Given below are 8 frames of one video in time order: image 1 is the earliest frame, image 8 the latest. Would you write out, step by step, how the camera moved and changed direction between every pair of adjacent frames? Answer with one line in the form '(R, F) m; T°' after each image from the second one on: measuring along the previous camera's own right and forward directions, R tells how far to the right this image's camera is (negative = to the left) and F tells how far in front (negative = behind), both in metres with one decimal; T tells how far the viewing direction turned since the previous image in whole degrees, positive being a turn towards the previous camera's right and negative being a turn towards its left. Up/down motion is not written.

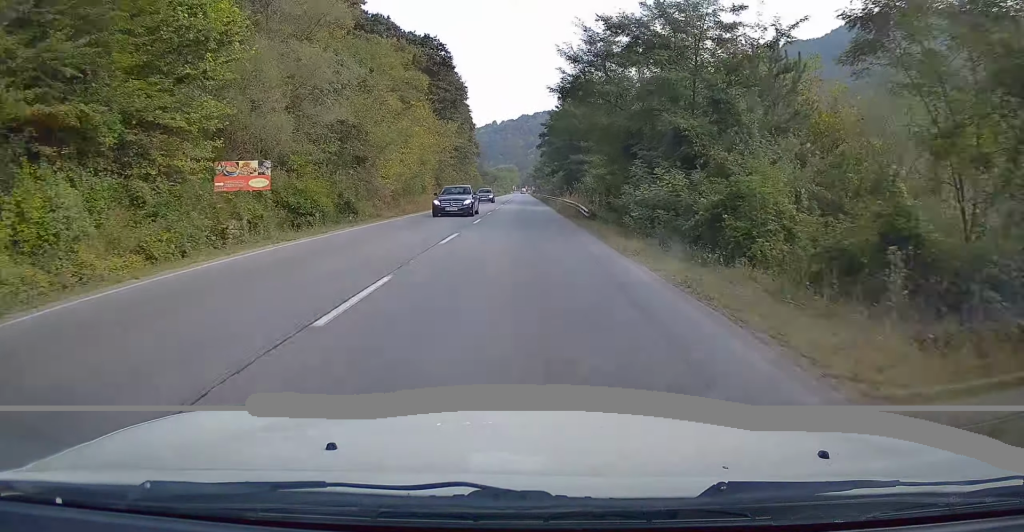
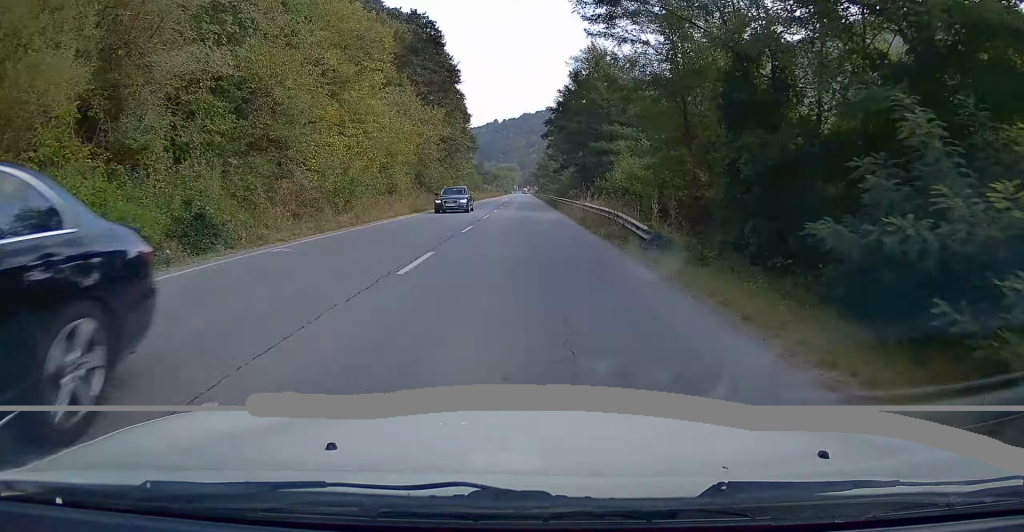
(0.0, +14.4) m; 0°
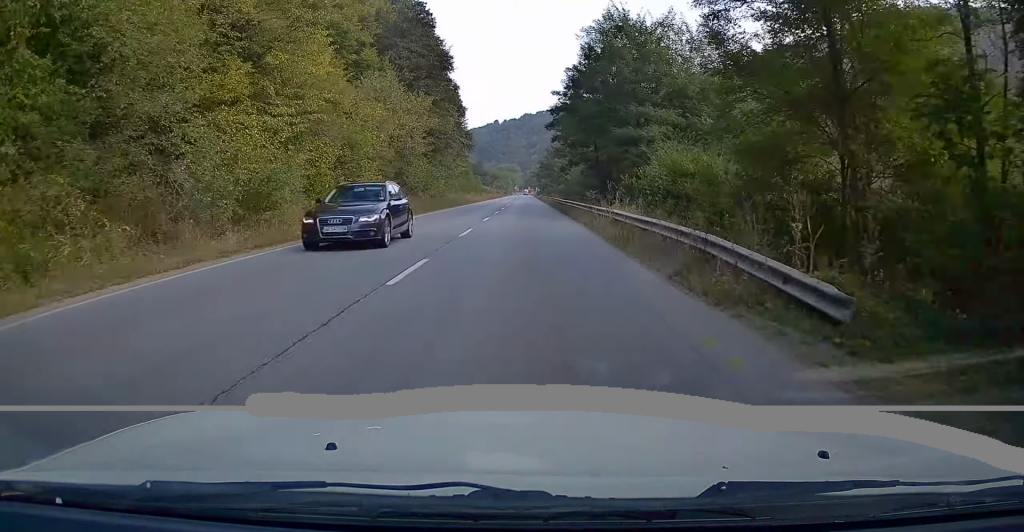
(0.0, +10.0) m; 0°
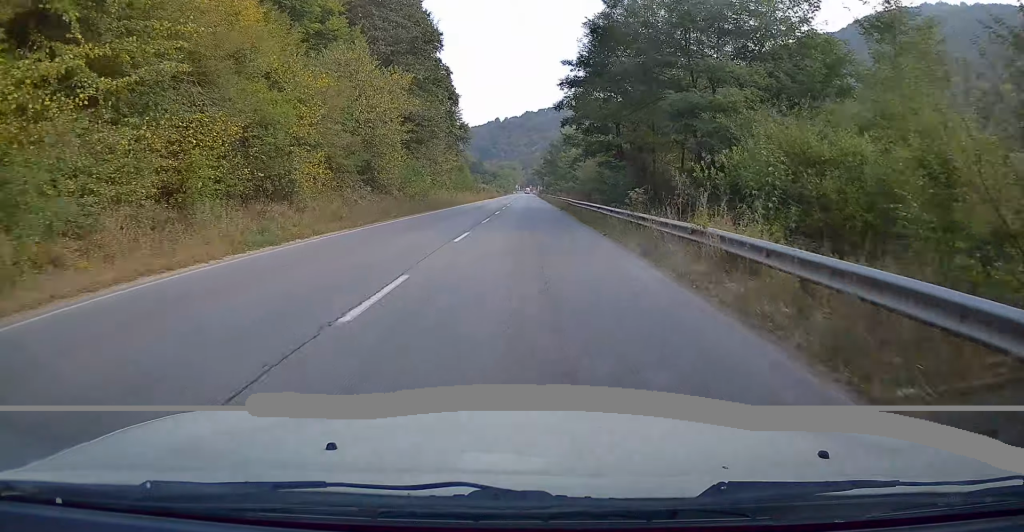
(0.0, +11.3) m; 0°
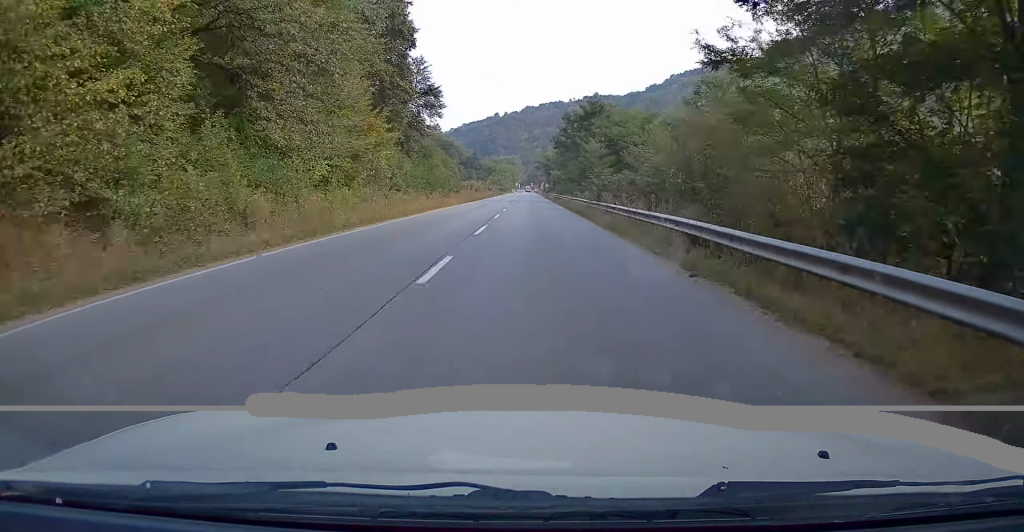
(-0.2, +33.7) m; -1°
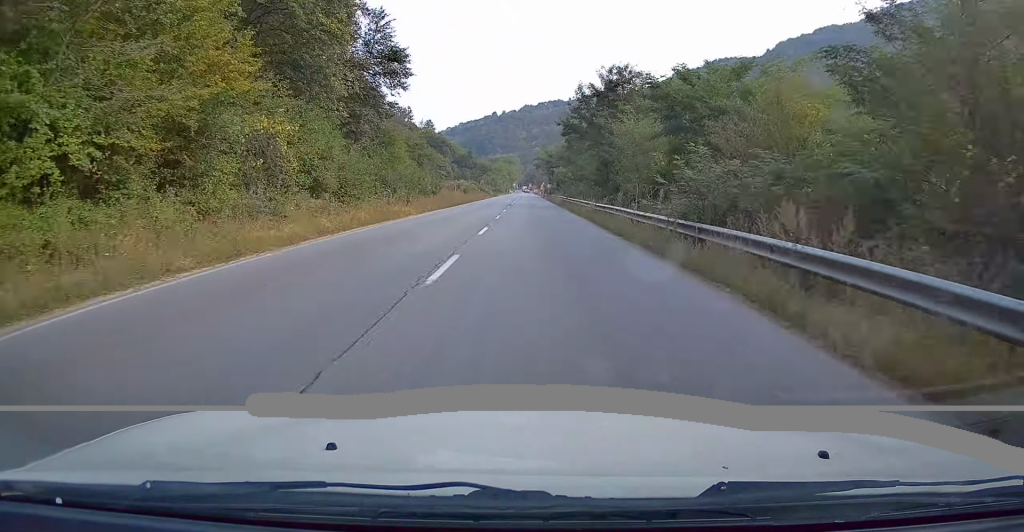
(-0.1, +18.1) m; 0°
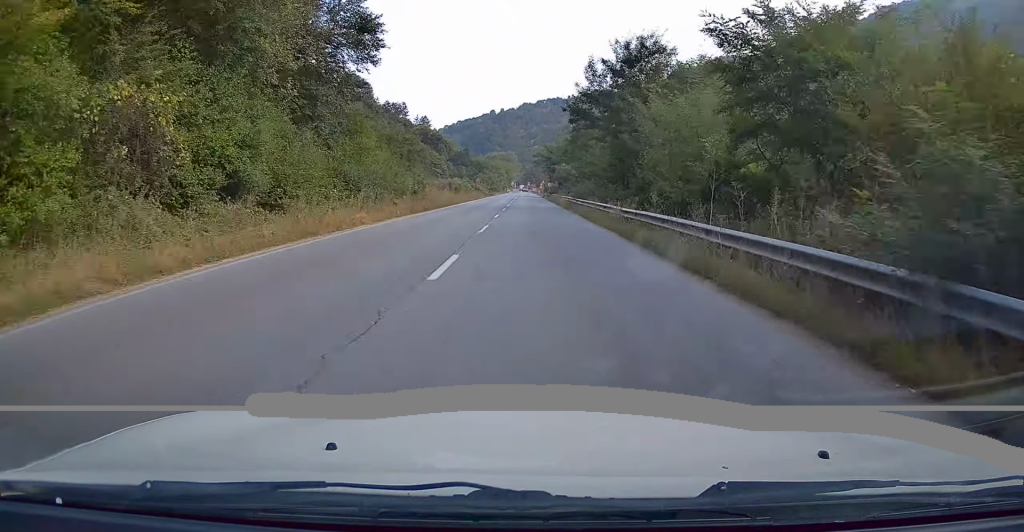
(+0.1, +8.9) m; 0°
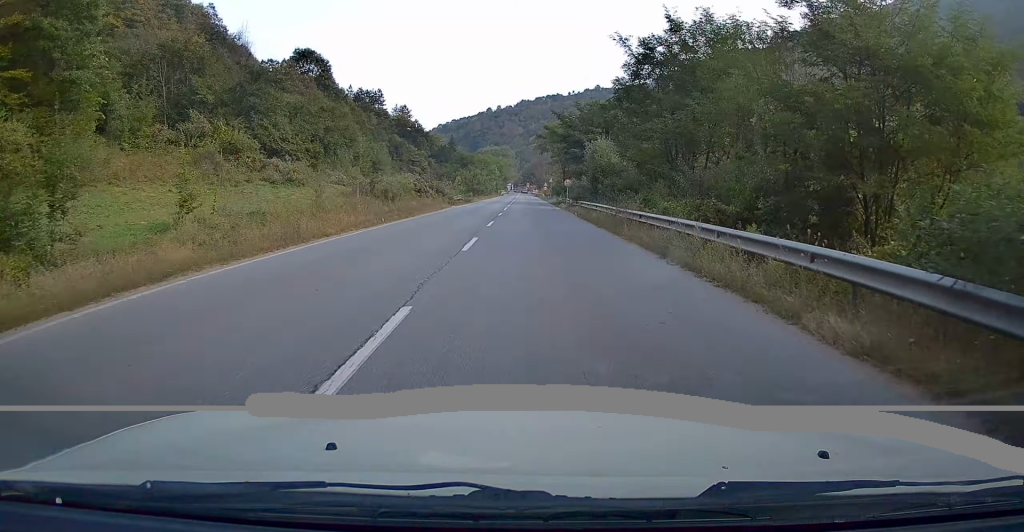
(+0.2, +41.2) m; 0°
